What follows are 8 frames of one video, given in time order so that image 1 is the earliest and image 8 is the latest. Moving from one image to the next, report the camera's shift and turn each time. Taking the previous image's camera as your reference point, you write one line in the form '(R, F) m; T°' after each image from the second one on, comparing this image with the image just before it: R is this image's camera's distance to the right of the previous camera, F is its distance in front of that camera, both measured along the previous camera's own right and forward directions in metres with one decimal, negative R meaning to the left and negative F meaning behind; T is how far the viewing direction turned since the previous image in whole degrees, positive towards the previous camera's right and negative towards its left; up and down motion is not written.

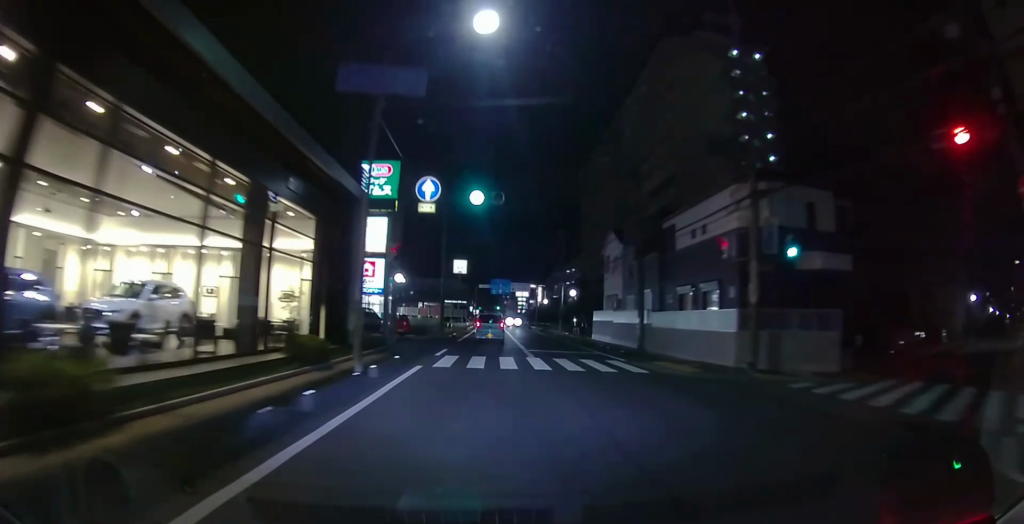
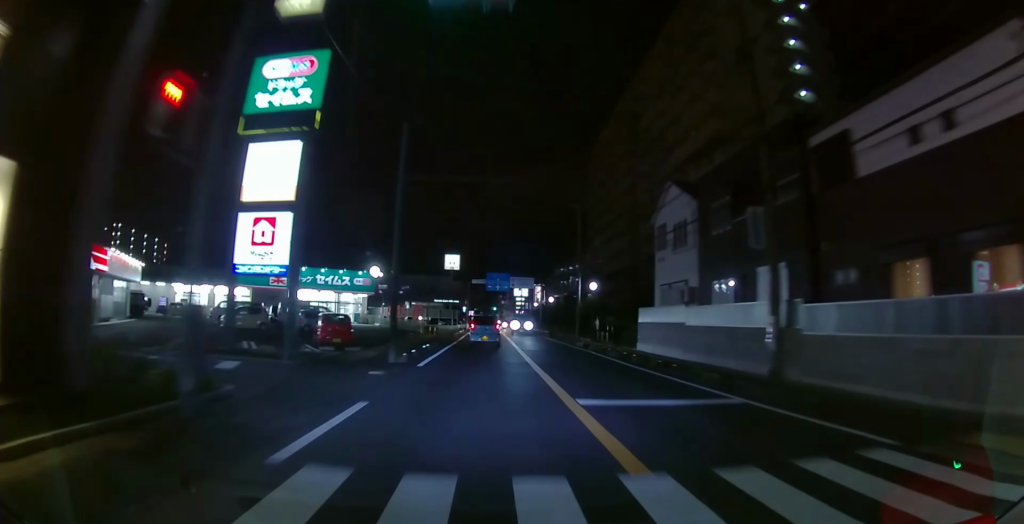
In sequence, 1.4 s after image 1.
(-0.1, +13.7) m; 0°
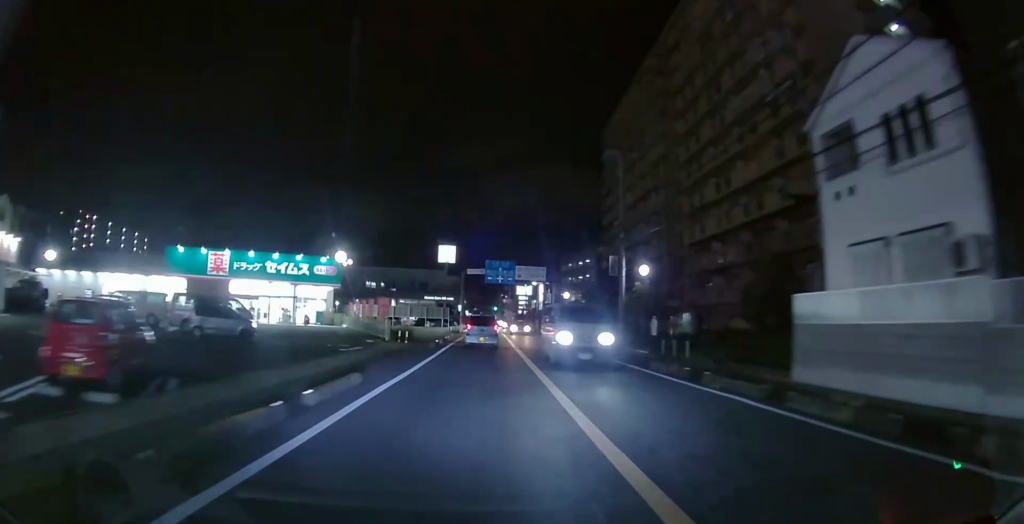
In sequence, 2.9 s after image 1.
(+0.1, +14.8) m; +1°
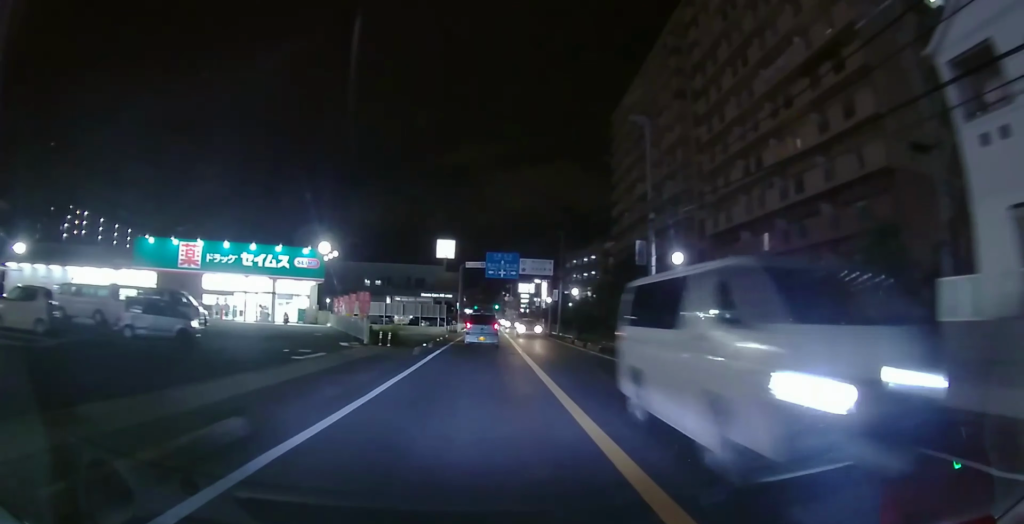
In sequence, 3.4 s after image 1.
(0.0, +5.0) m; 0°
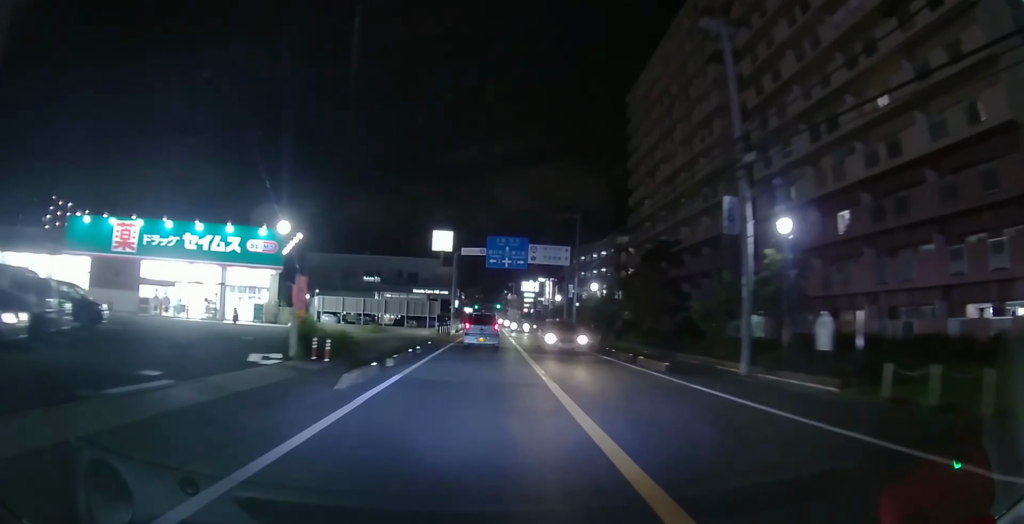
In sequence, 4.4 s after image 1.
(0.0, +9.6) m; 0°
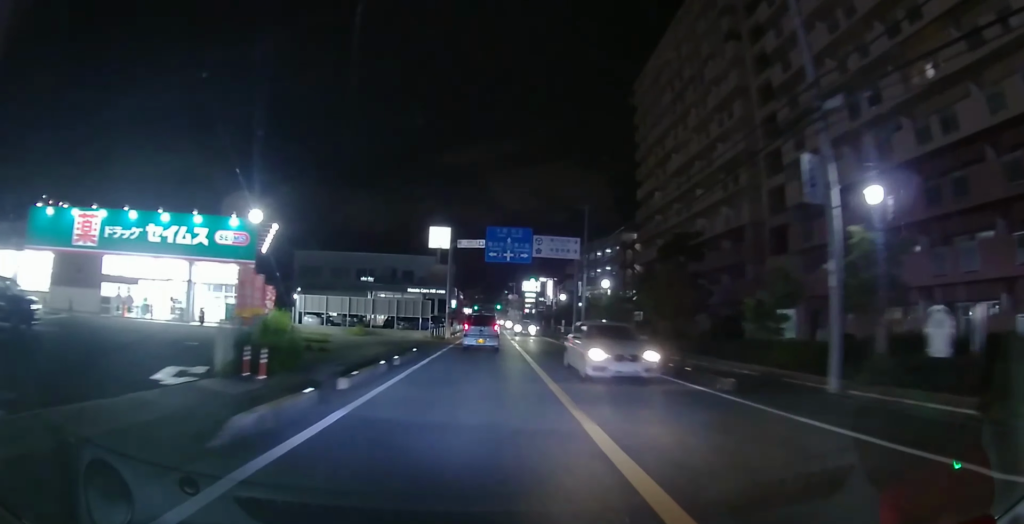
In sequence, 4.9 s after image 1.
(0.0, +4.4) m; 0°
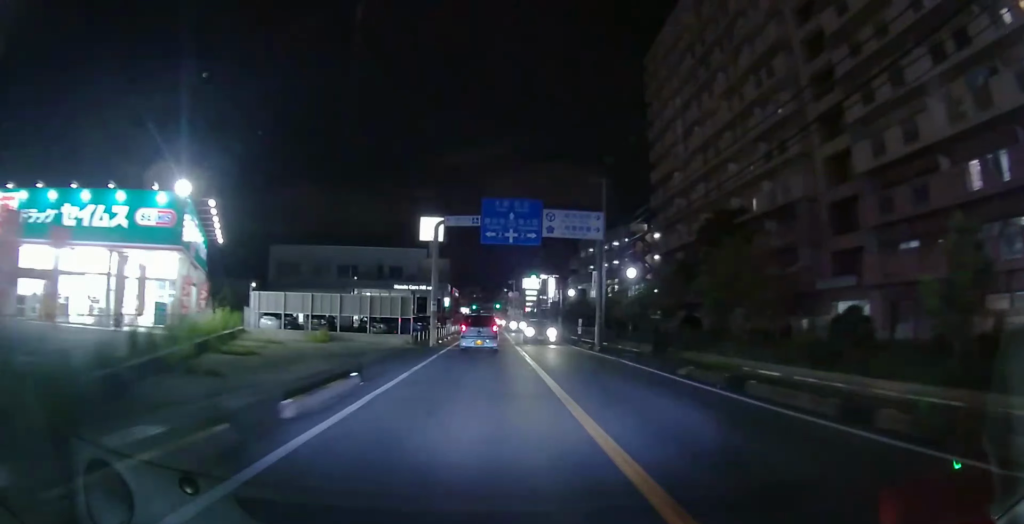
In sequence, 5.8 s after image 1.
(0.0, +8.2) m; 0°
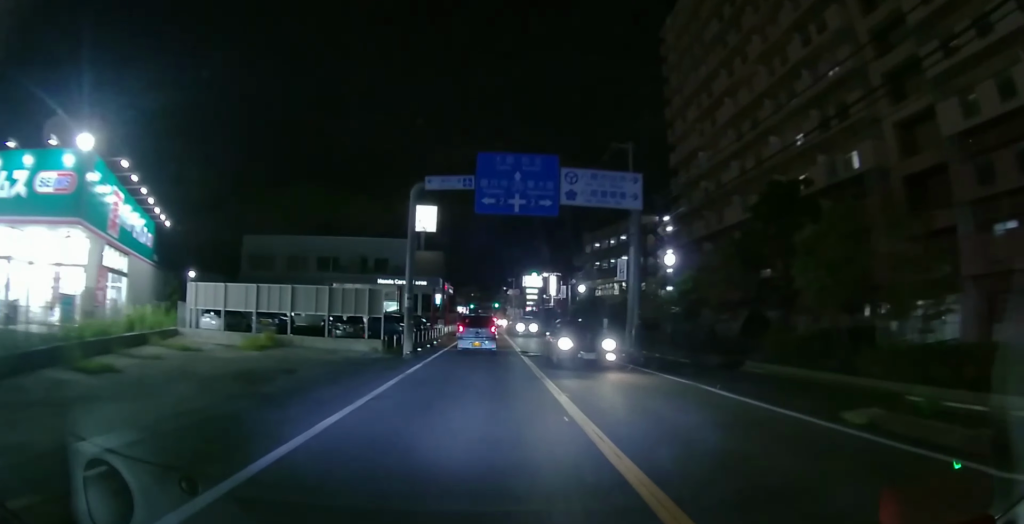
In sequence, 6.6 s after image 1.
(0.0, +7.4) m; 0°
